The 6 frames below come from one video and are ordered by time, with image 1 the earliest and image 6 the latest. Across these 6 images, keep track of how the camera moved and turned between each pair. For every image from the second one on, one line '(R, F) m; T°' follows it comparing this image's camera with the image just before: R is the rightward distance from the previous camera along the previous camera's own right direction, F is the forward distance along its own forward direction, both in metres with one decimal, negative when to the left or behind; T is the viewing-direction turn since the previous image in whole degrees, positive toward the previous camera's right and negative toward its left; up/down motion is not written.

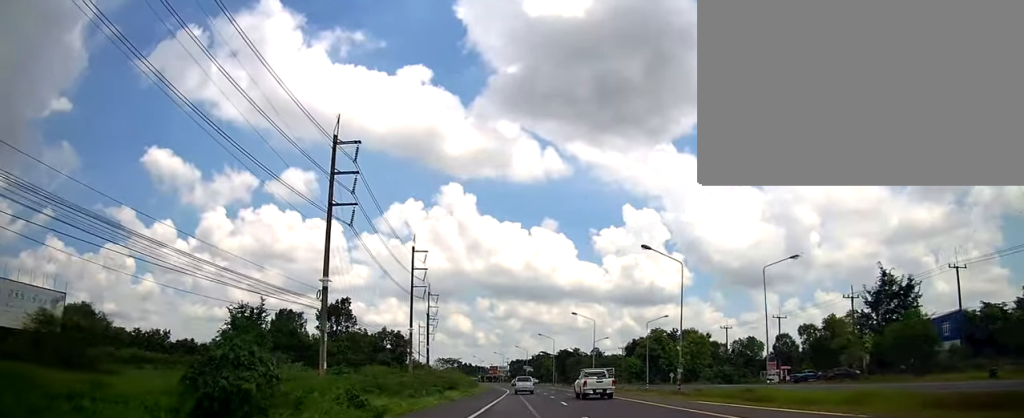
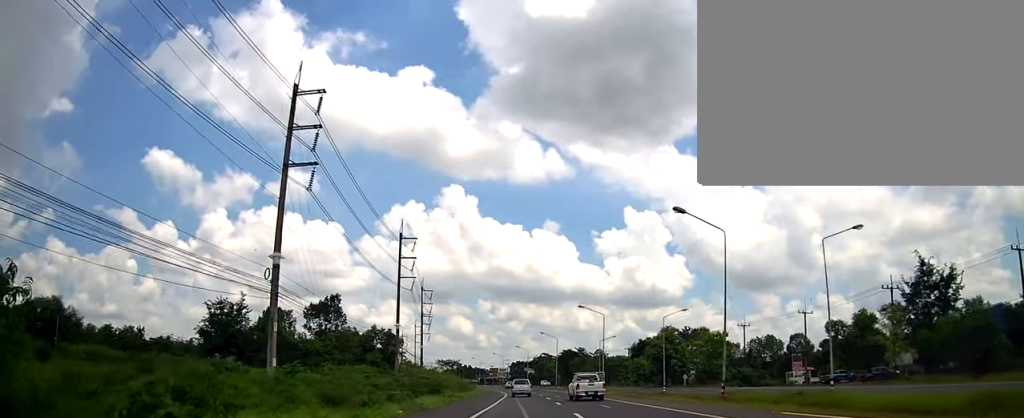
(0.0, +8.6) m; 0°
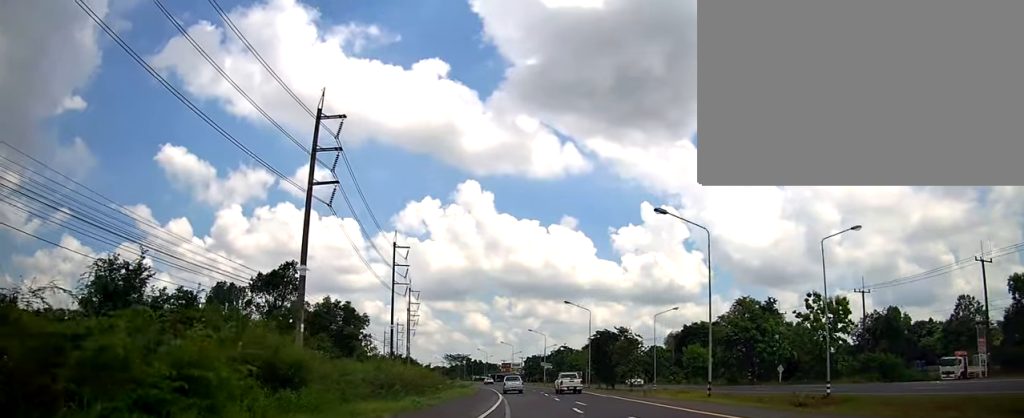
(-0.3, +33.8) m; 0°
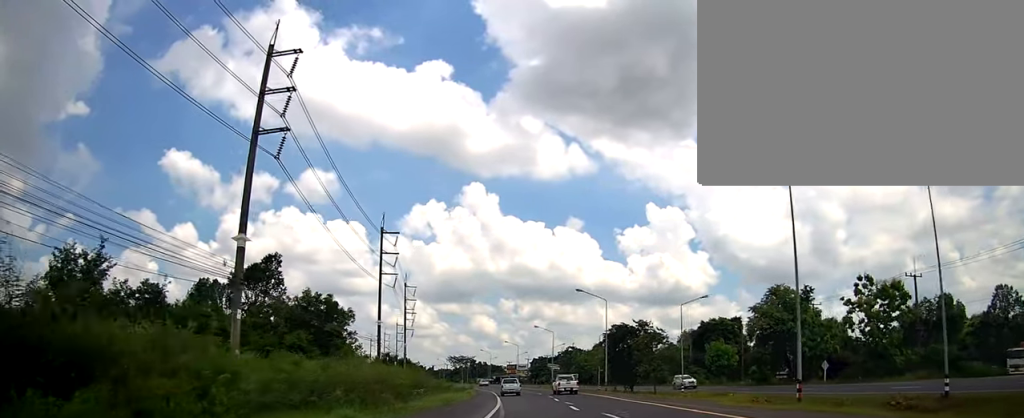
(+0.1, +9.3) m; -1°
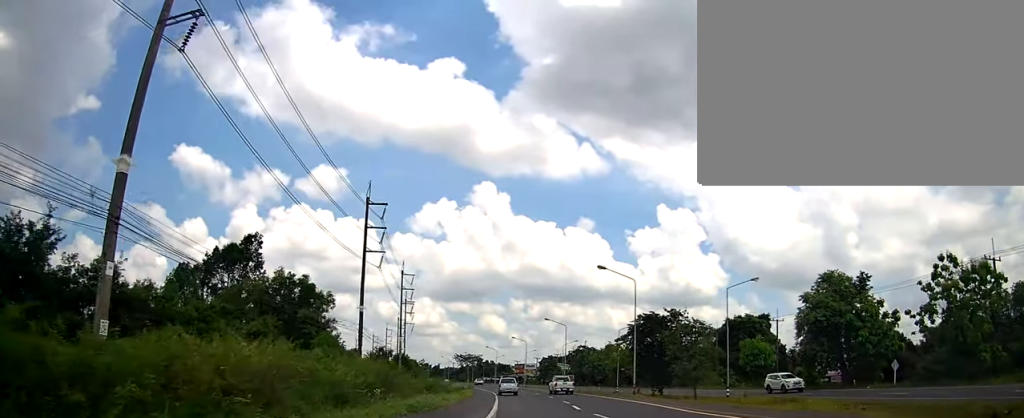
(-0.2, +10.7) m; -1°
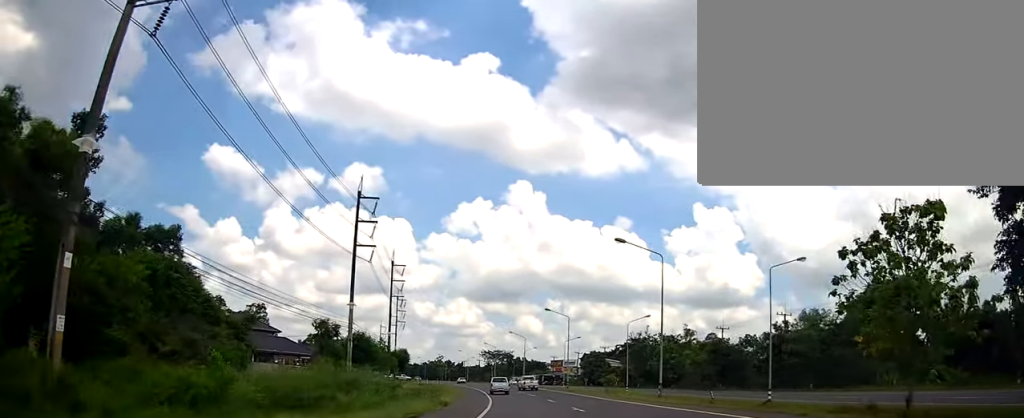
(-0.8, +41.2) m; -1°
